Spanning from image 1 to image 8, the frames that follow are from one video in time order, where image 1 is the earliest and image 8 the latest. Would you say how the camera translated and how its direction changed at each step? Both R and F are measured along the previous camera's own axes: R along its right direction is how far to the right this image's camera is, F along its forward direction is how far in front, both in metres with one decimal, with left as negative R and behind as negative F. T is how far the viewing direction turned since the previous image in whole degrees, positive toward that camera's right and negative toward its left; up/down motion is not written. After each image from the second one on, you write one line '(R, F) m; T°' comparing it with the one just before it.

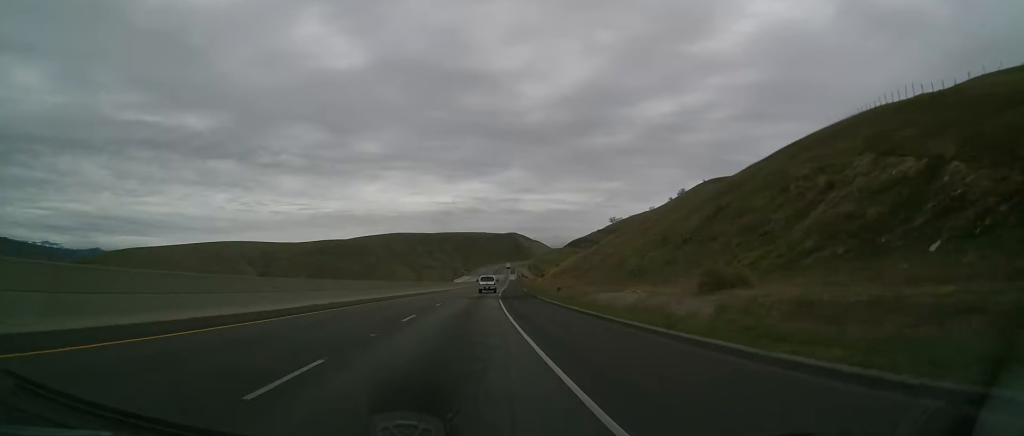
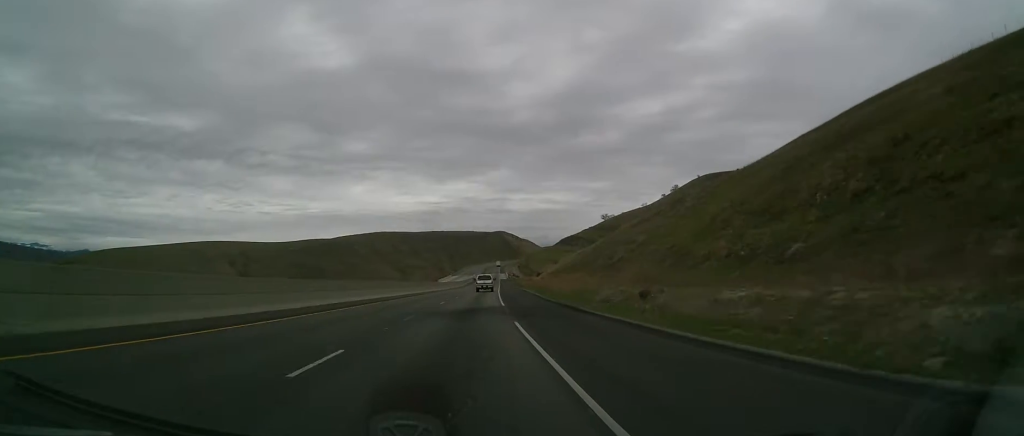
(+0.4, +27.5) m; +2°
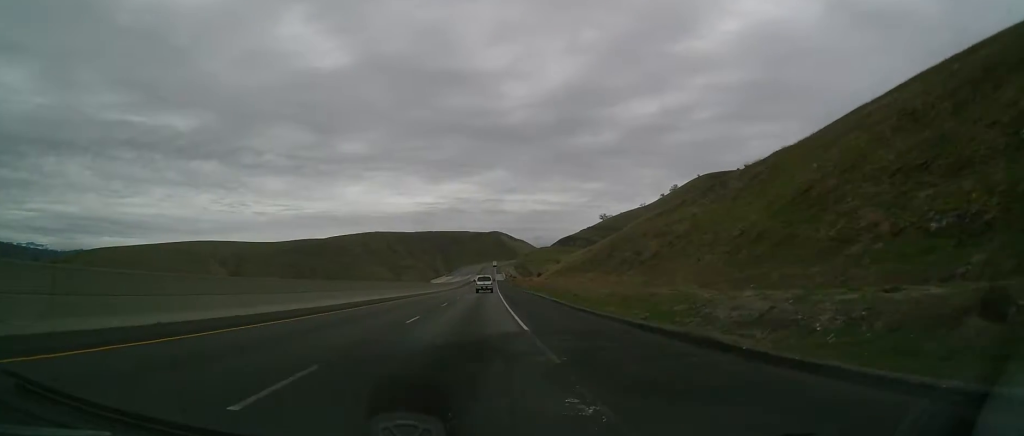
(0.0, +16.9) m; +1°
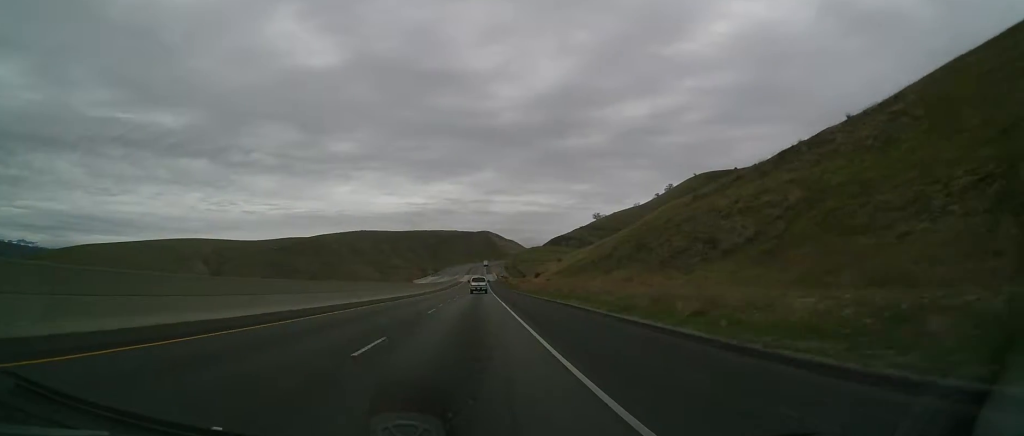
(+0.4, +24.1) m; +2°
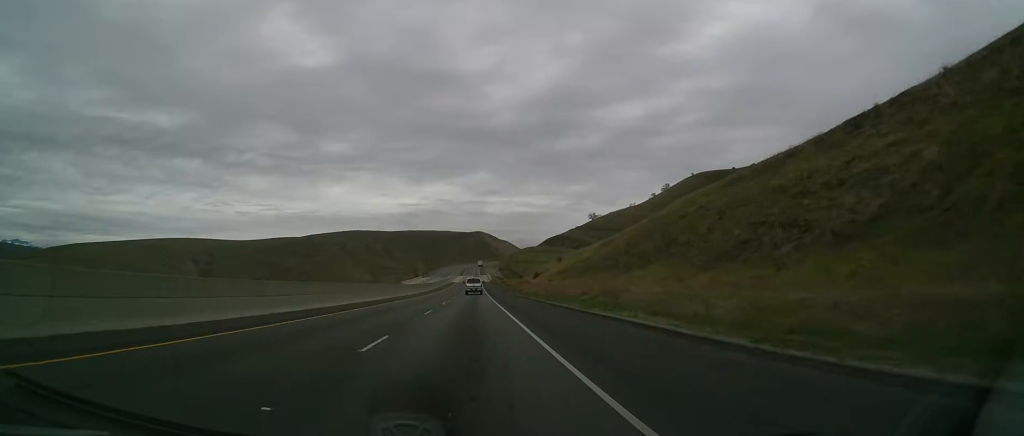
(+0.3, +13.8) m; 0°
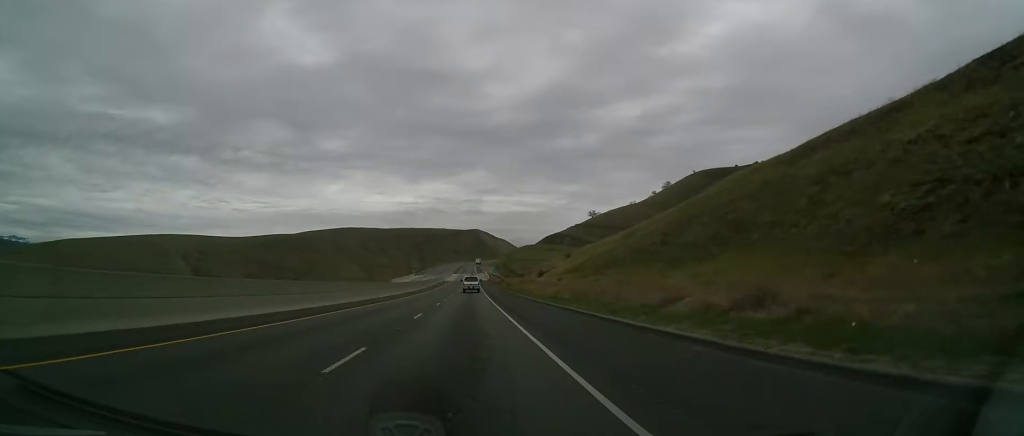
(+0.2, +17.4) m; 0°
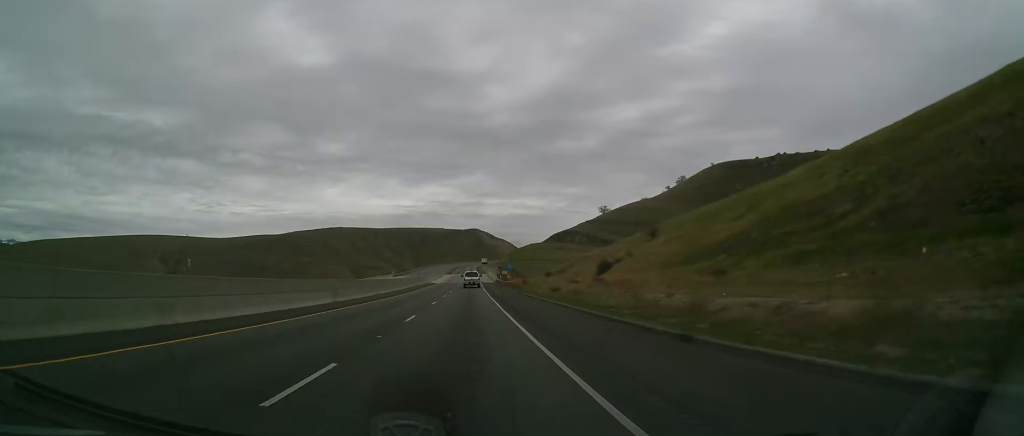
(-0.1, +60.5) m; 0°
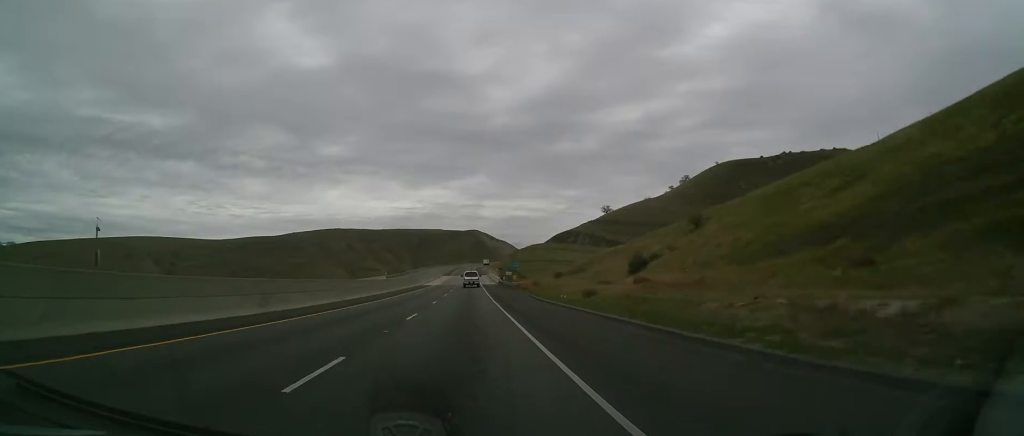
(-0.3, +13.5) m; 0°
